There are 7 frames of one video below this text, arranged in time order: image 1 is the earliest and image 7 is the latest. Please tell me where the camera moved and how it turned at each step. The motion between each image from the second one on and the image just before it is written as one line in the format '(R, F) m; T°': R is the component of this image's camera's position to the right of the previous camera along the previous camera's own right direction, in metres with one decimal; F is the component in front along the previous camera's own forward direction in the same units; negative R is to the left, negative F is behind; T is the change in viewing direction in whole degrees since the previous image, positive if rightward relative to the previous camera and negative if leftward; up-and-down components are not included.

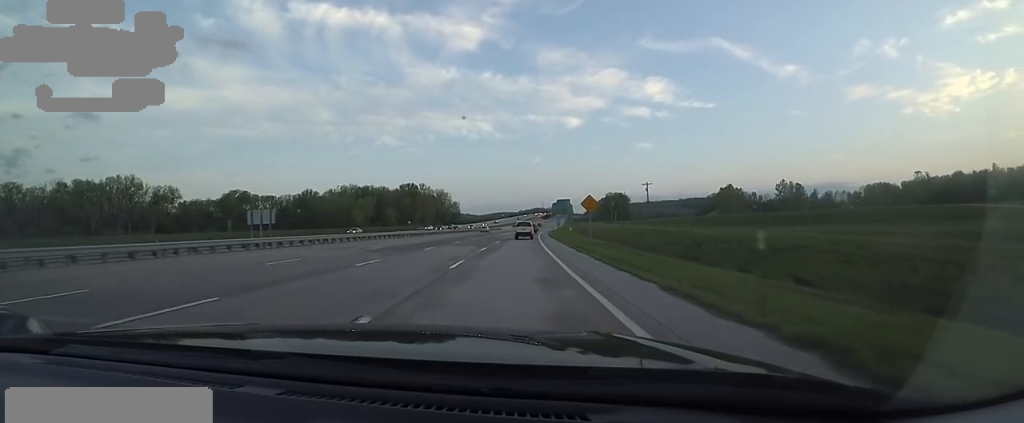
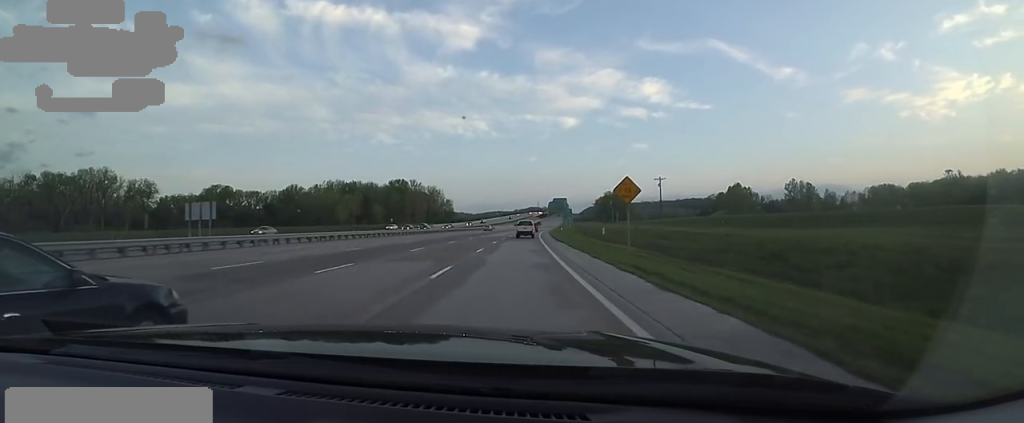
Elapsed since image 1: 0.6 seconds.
(+0.5, +16.3) m; +1°
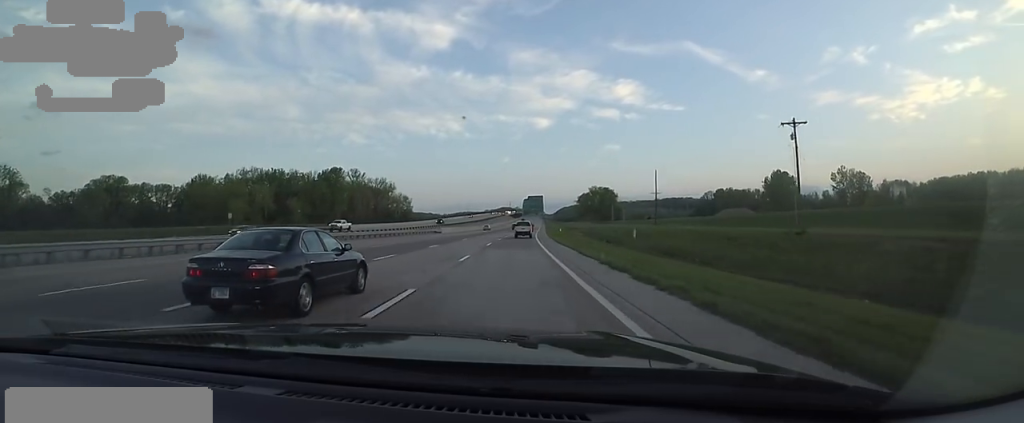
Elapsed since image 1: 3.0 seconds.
(+0.2, +66.3) m; +3°
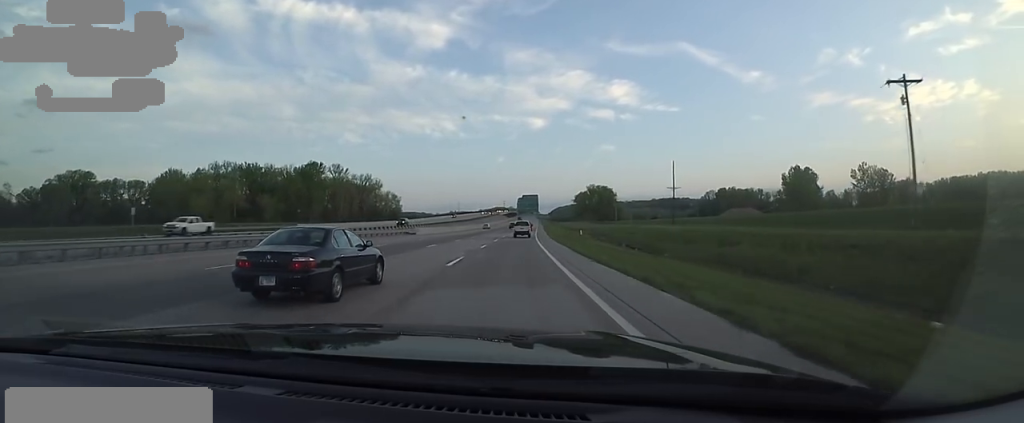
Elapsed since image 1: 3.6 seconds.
(+1.2, +17.7) m; +1°
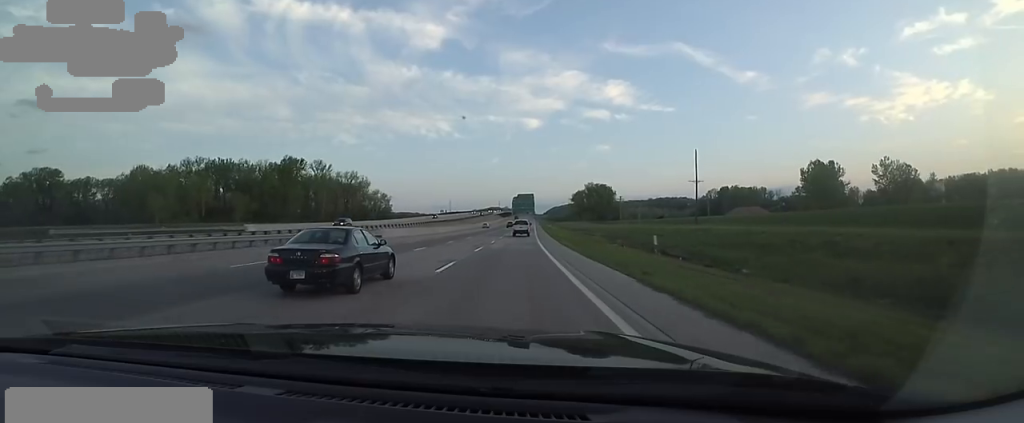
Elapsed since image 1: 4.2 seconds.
(0.0, +16.2) m; 0°
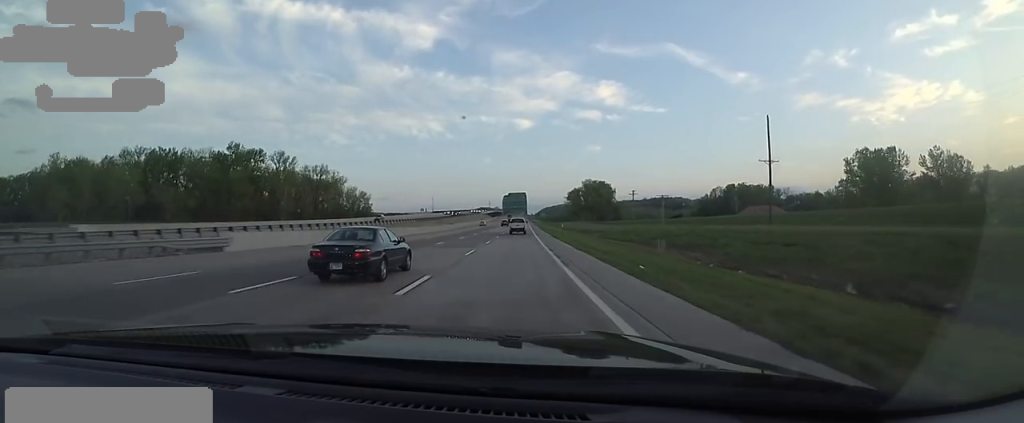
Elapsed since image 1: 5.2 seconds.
(-0.7, +30.3) m; -1°
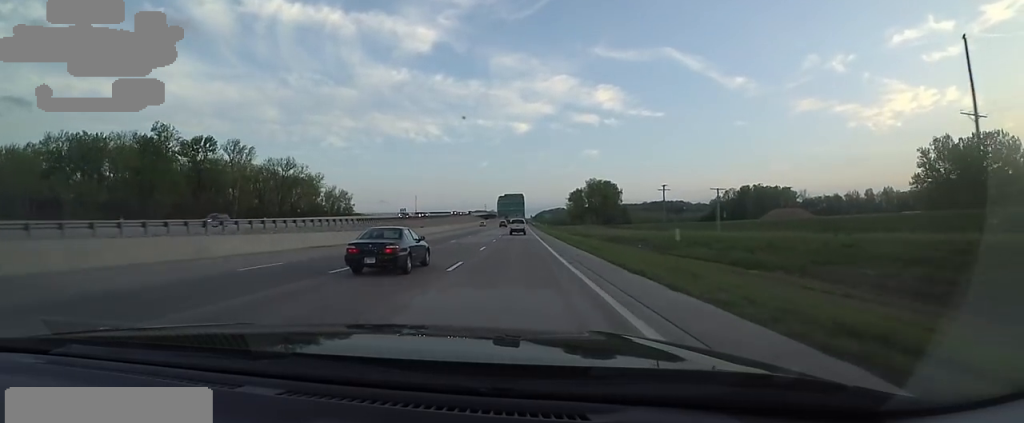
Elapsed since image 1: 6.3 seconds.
(+0.5, +32.9) m; +2°
